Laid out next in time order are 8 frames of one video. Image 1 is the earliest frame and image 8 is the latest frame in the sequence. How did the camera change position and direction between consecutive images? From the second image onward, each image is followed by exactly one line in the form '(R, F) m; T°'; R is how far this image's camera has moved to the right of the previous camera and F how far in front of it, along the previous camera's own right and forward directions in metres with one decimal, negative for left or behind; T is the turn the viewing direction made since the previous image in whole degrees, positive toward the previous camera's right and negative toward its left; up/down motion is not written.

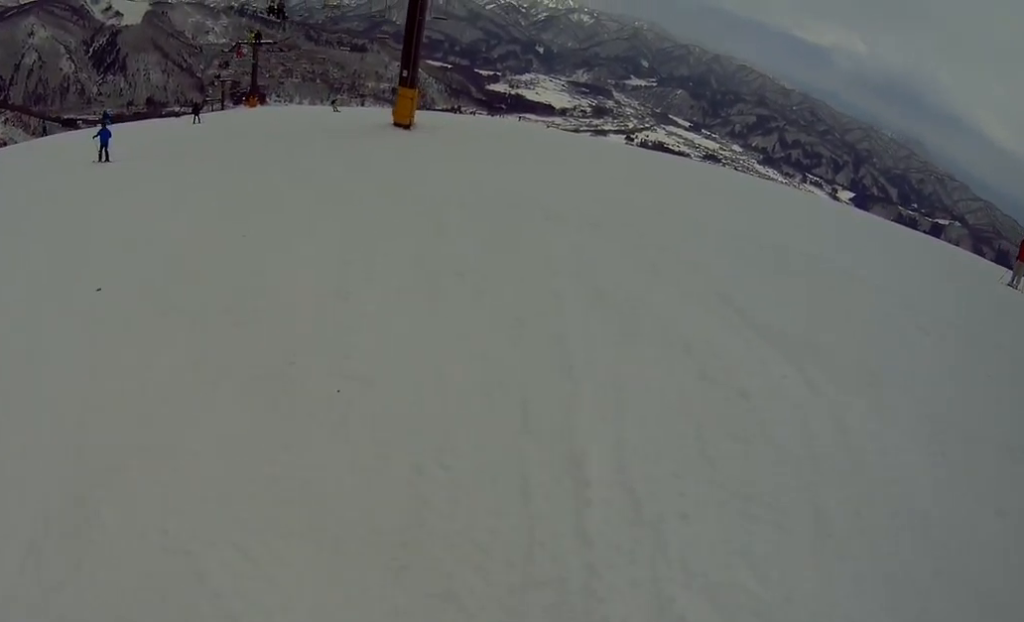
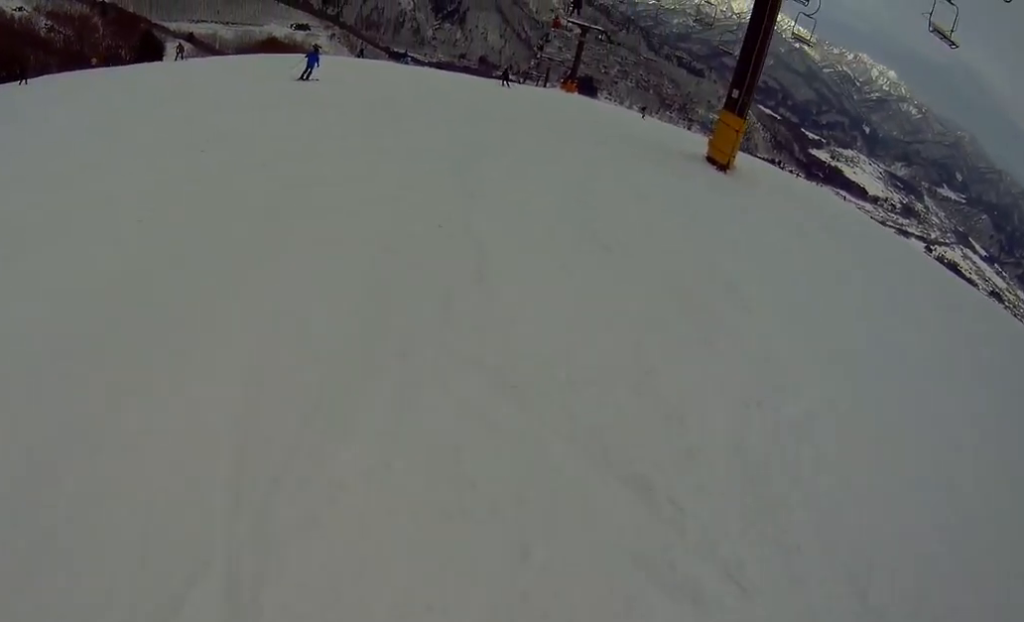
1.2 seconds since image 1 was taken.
(-1.9, +9.0) m; -14°
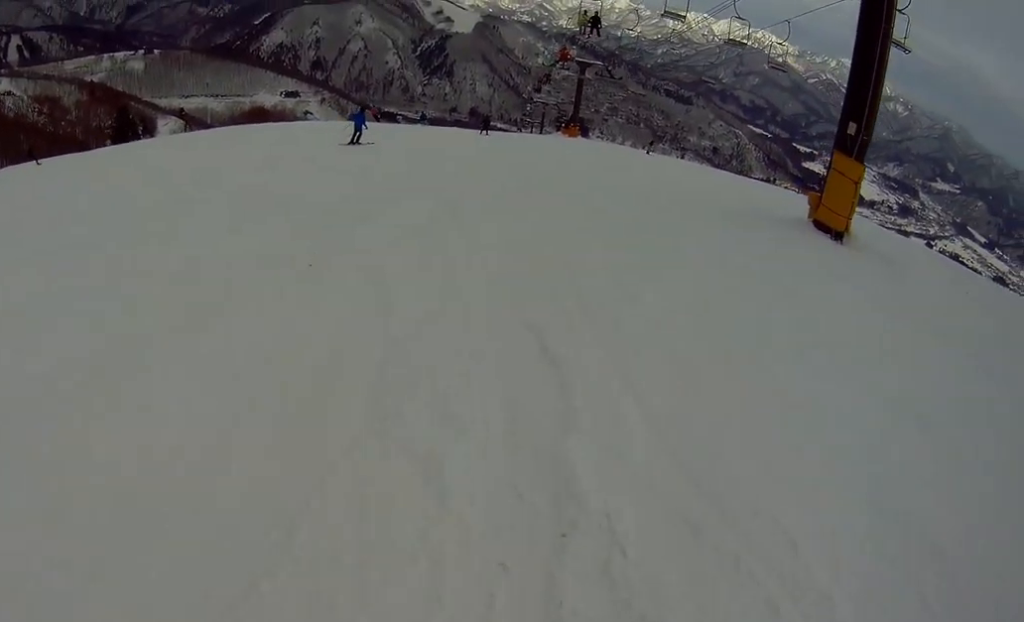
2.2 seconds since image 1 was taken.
(-0.3, +7.6) m; +1°
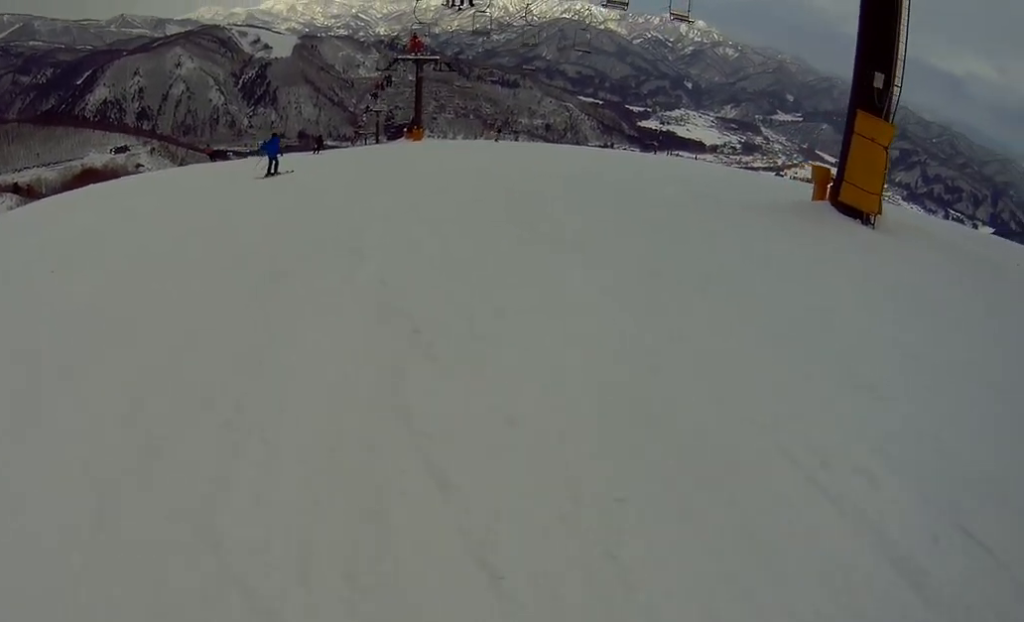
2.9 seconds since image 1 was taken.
(-0.6, +5.2) m; +11°
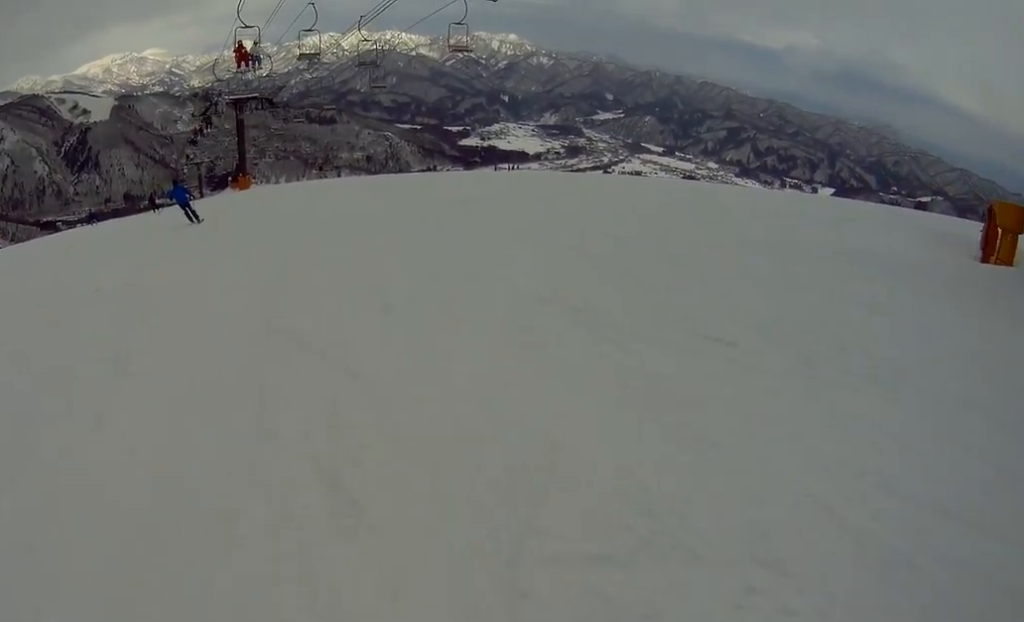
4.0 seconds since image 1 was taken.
(+2.7, +8.0) m; +19°
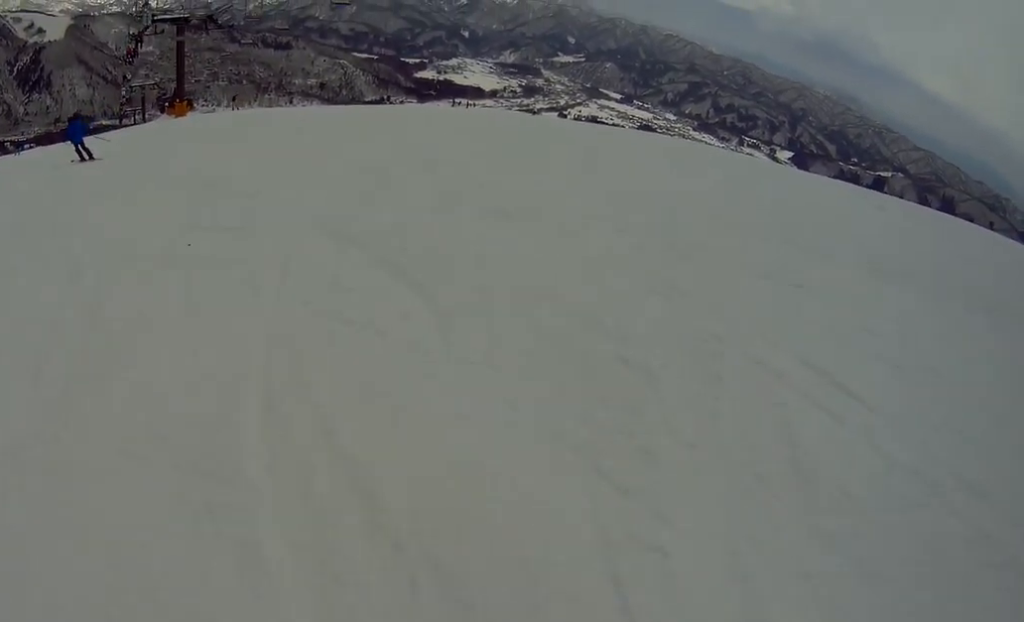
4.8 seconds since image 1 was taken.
(0.0, +6.0) m; 0°
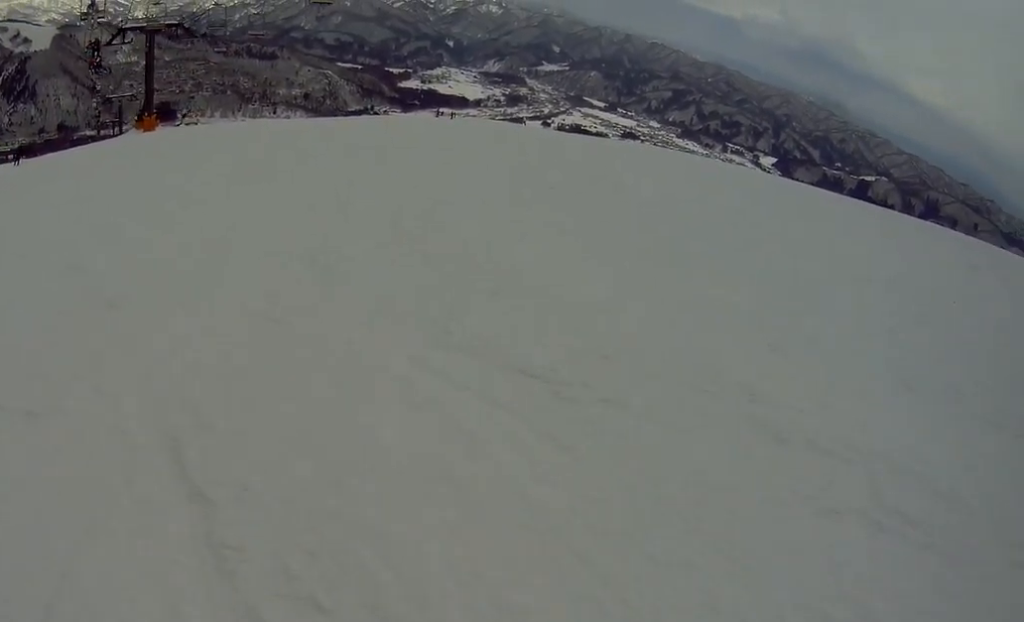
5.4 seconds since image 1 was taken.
(0.0, +4.1) m; -3°
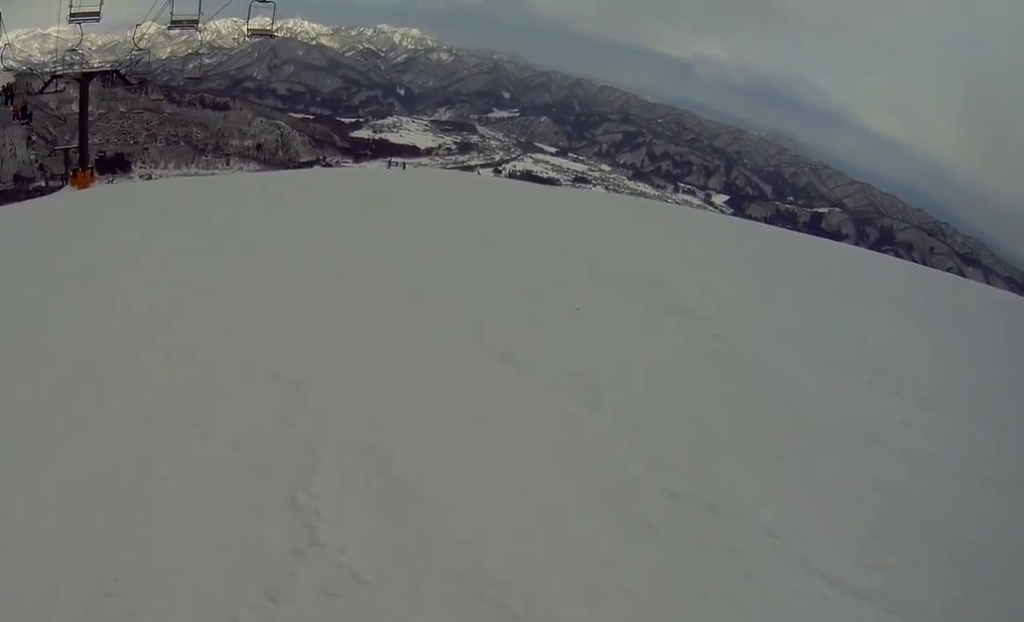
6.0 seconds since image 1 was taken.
(0.0, +4.8) m; -7°
